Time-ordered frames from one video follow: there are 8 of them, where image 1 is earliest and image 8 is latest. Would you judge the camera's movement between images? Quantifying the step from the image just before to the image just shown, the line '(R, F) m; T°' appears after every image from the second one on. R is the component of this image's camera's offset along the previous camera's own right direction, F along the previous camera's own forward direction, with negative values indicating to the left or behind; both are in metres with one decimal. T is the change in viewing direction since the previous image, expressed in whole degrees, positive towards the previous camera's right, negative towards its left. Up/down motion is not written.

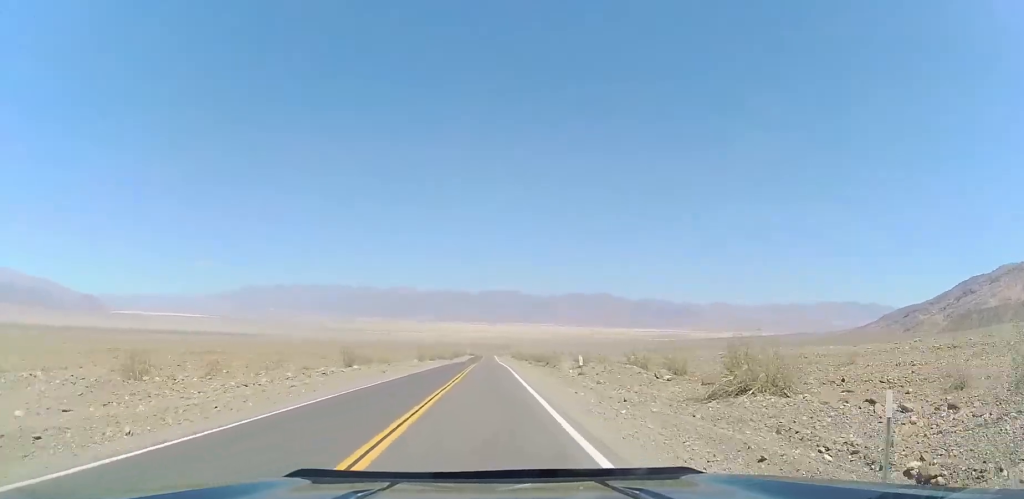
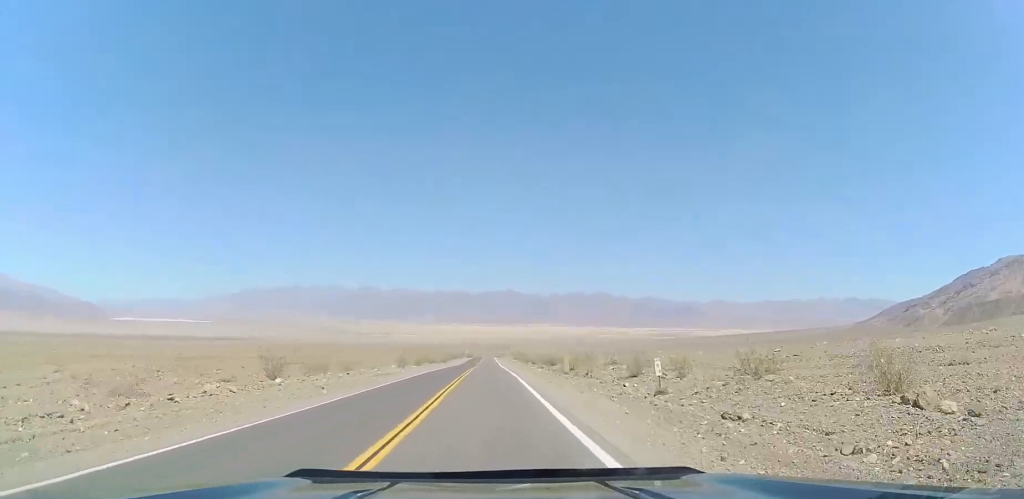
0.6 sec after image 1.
(0.0, +15.9) m; -1°
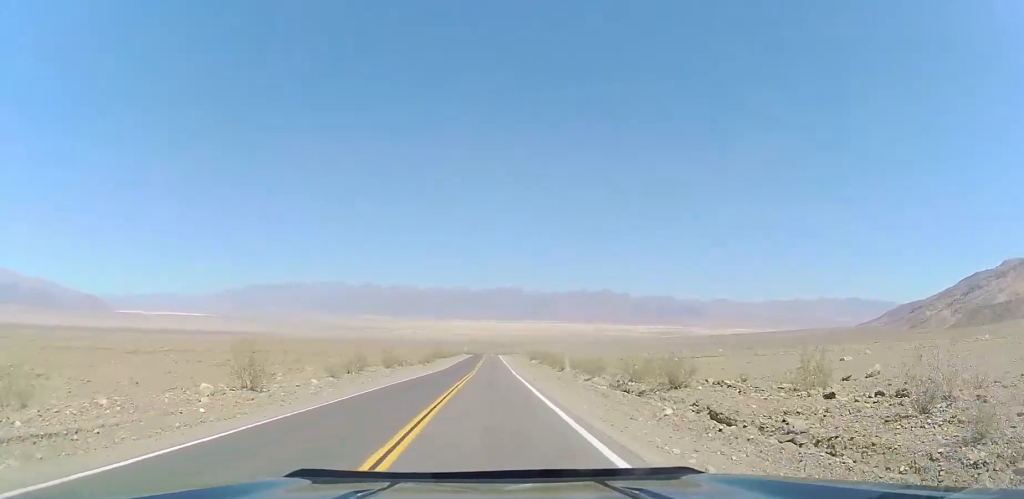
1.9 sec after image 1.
(-1.1, +37.7) m; -1°
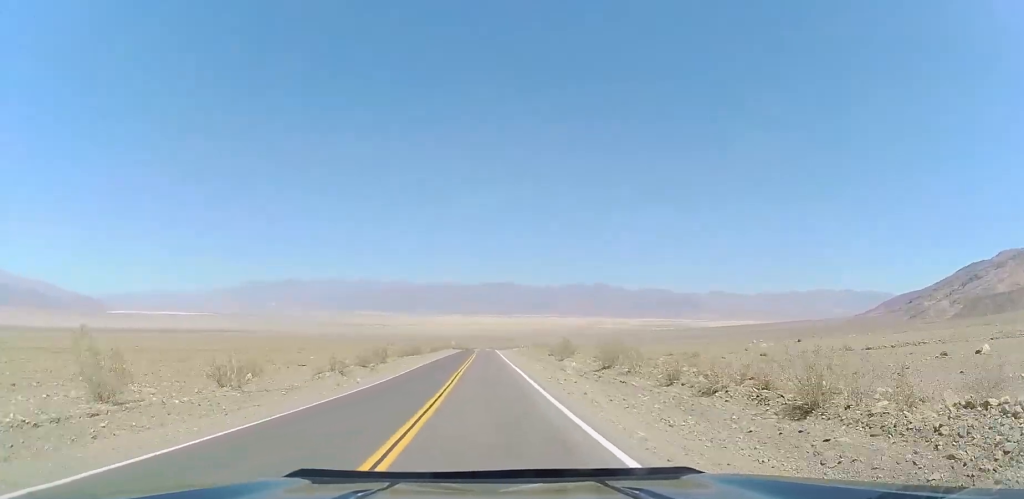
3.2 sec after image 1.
(+0.5, +37.2) m; 0°
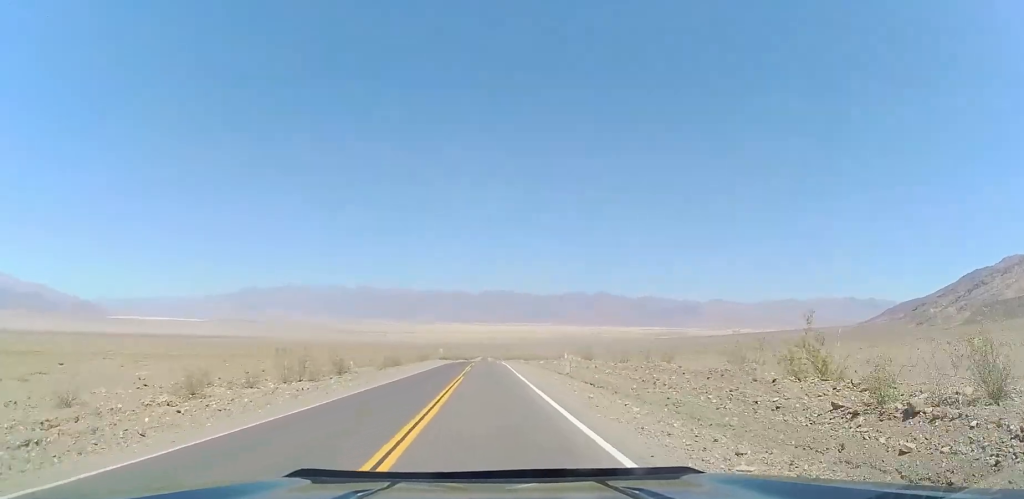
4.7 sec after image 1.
(-0.3, +44.3) m; 0°
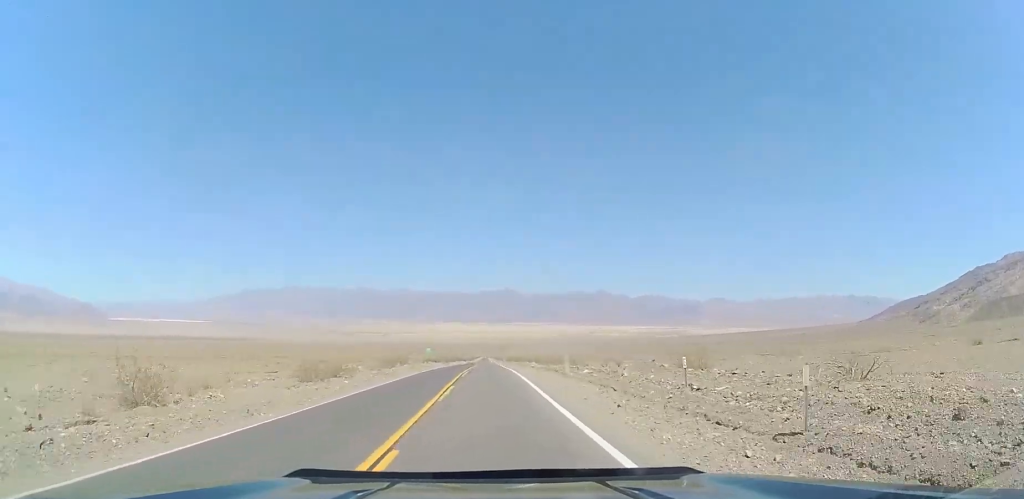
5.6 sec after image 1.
(+0.3, +24.2) m; 0°
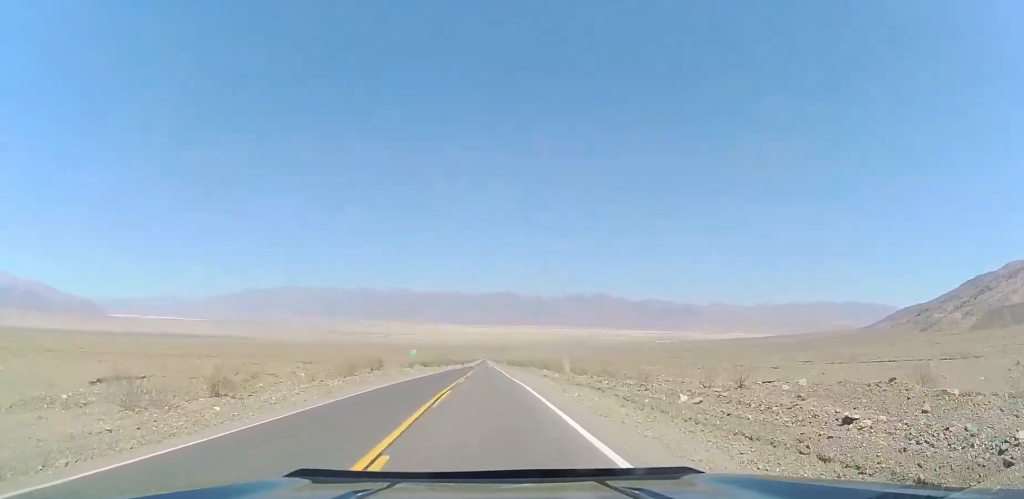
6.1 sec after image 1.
(-0.1, +15.6) m; 0°
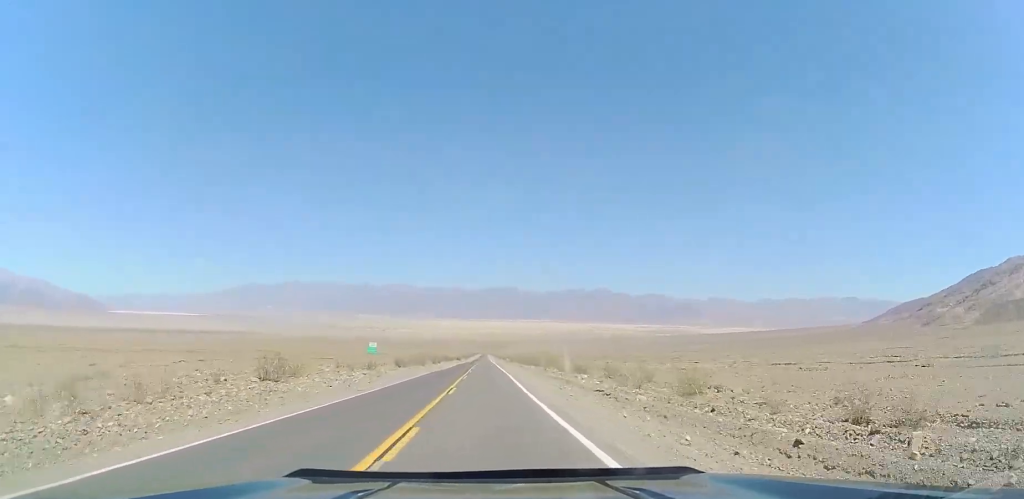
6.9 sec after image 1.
(0.0, +24.5) m; 0°
